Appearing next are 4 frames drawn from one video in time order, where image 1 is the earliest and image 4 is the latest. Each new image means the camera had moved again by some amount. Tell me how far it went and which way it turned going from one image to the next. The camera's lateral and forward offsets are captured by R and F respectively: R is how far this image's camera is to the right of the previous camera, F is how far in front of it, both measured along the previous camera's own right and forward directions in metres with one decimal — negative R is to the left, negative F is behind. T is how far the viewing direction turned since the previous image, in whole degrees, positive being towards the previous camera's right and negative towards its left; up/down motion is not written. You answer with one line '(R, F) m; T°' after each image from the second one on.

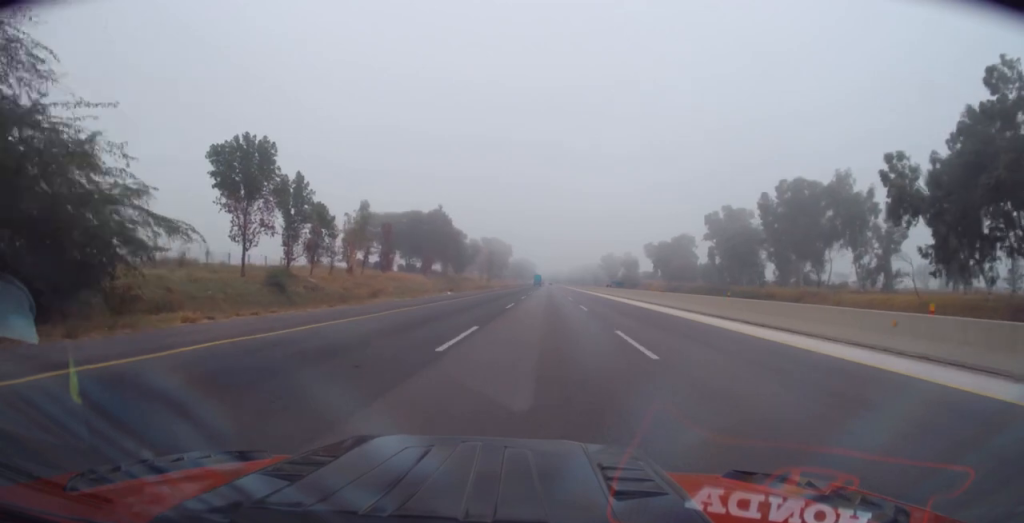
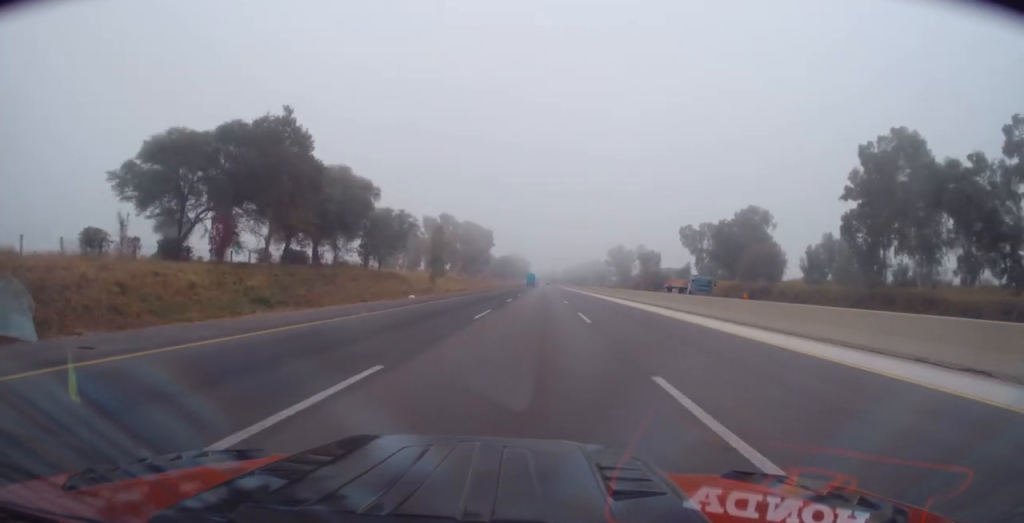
(-0.8, +62.2) m; -1°
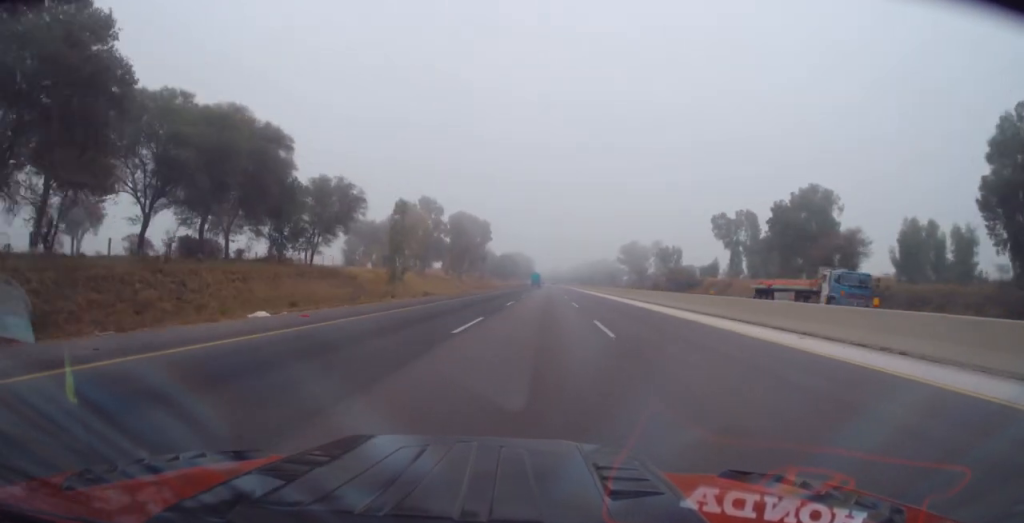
(+0.2, +23.8) m; 0°
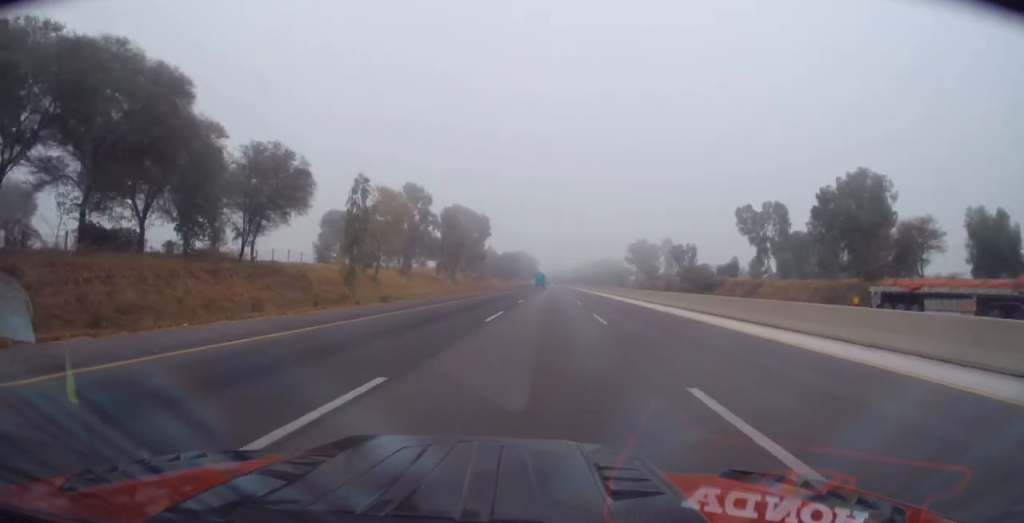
(-0.1, +13.2) m; 0°
